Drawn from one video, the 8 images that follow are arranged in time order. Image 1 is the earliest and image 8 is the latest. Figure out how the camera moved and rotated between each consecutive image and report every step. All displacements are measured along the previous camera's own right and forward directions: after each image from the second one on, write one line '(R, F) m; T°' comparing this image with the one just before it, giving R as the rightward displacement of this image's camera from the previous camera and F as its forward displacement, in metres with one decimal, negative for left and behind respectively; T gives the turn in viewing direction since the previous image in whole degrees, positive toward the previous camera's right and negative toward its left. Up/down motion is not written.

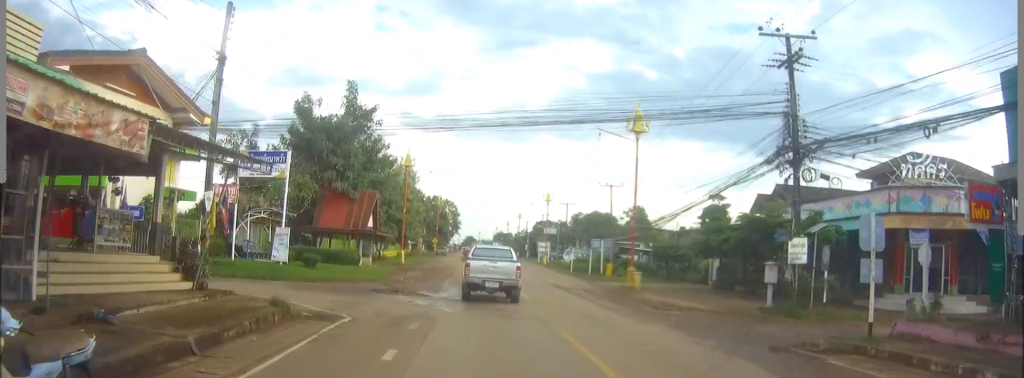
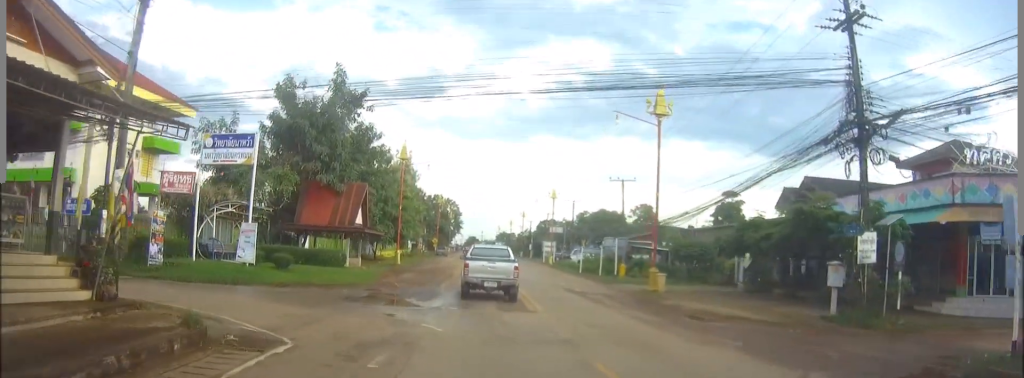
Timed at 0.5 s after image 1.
(0.0, +4.8) m; 0°
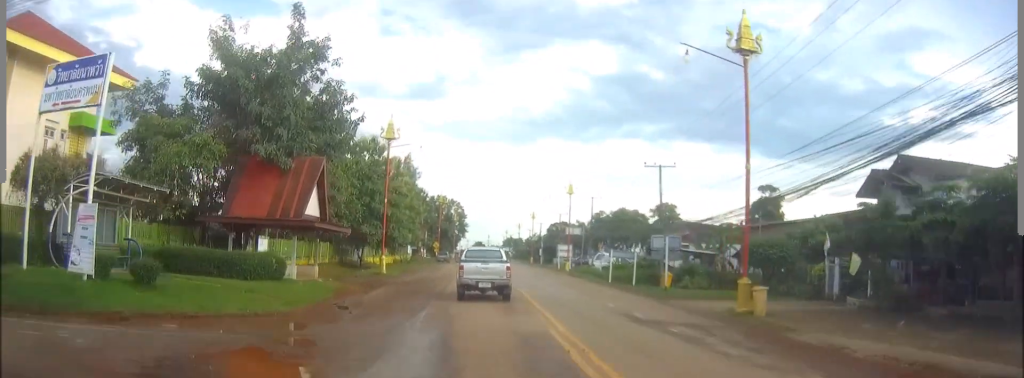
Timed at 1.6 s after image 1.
(-0.1, +12.1) m; 0°
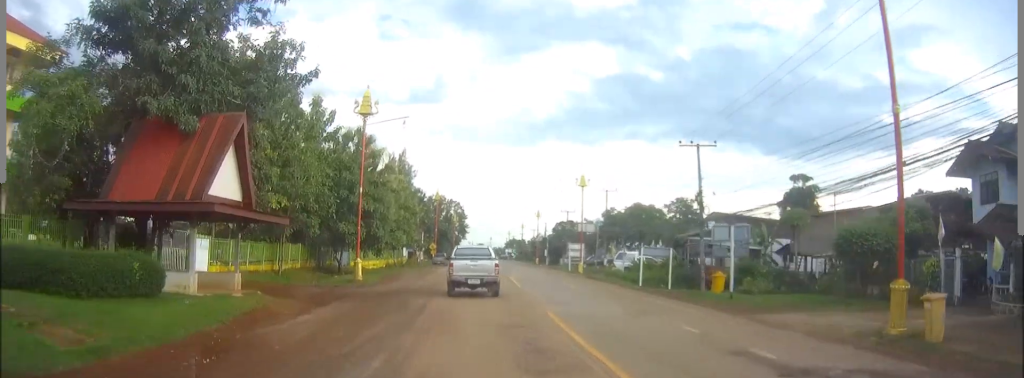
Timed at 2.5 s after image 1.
(+0.1, +9.6) m; +1°
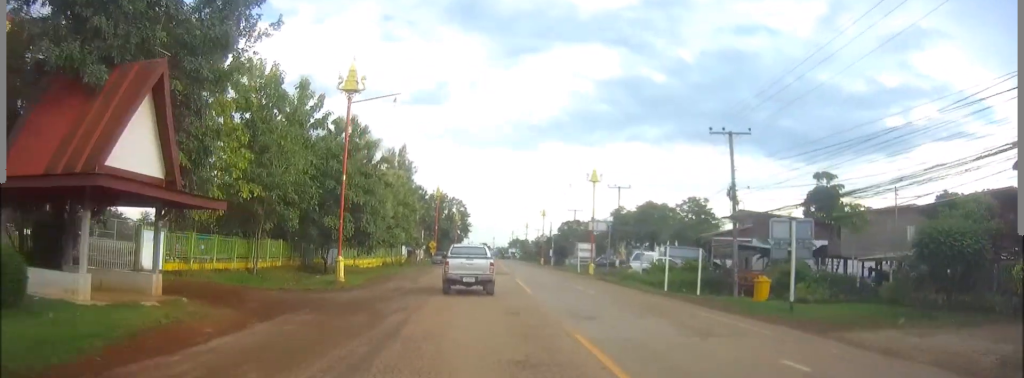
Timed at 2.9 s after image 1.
(0.0, +5.4) m; 0°
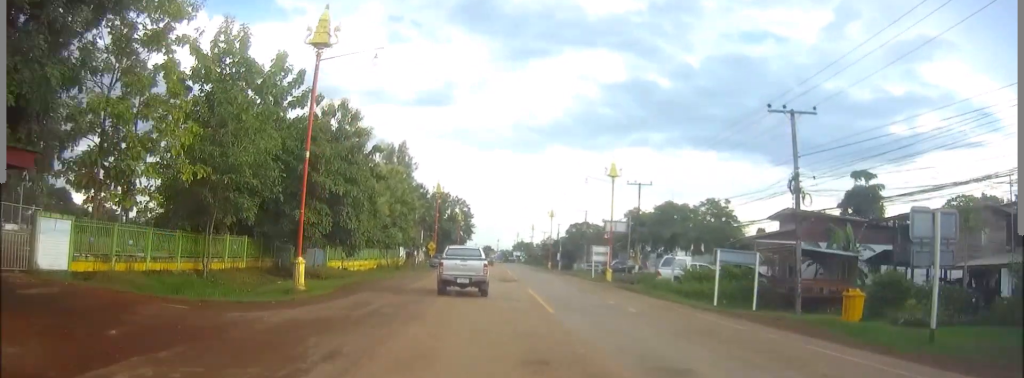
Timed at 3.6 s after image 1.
(0.0, +7.7) m; 0°
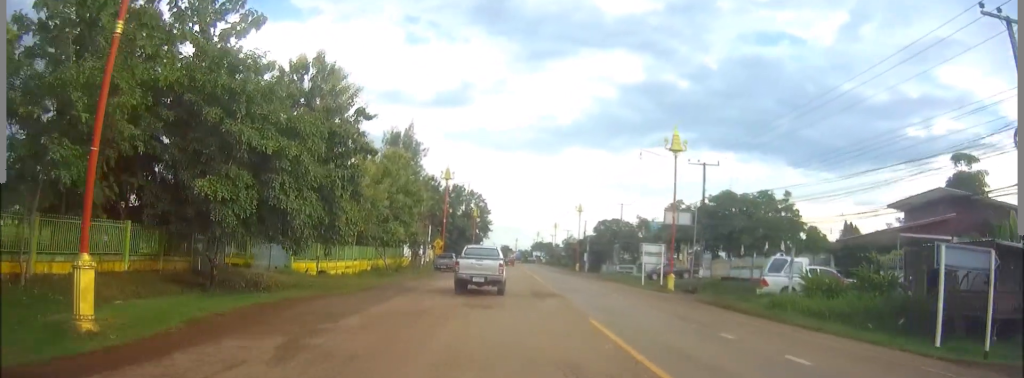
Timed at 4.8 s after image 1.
(-0.2, +14.9) m; -1°
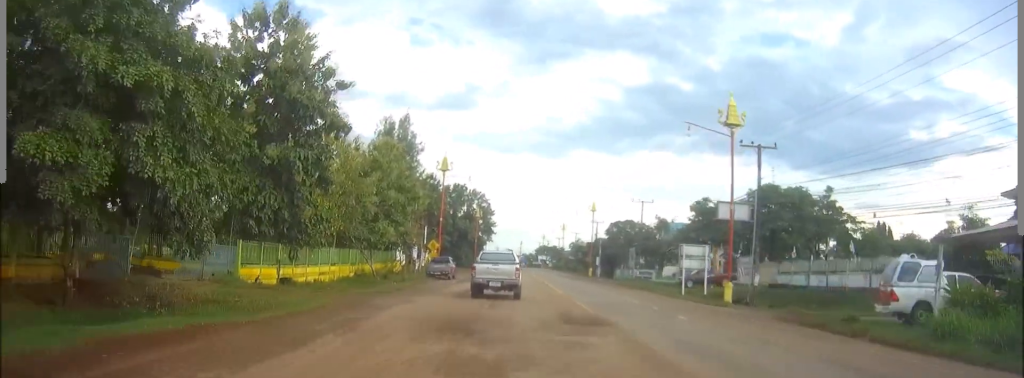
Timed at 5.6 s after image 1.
(-0.1, +10.0) m; 0°
